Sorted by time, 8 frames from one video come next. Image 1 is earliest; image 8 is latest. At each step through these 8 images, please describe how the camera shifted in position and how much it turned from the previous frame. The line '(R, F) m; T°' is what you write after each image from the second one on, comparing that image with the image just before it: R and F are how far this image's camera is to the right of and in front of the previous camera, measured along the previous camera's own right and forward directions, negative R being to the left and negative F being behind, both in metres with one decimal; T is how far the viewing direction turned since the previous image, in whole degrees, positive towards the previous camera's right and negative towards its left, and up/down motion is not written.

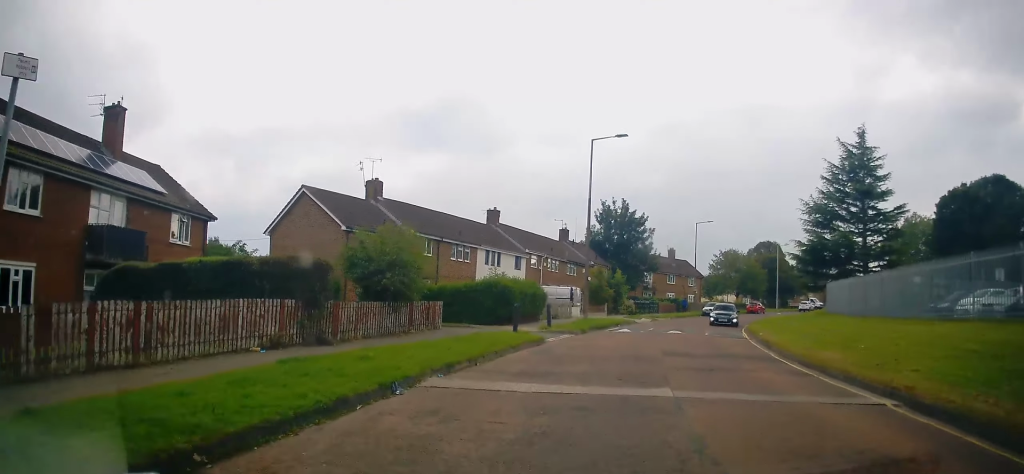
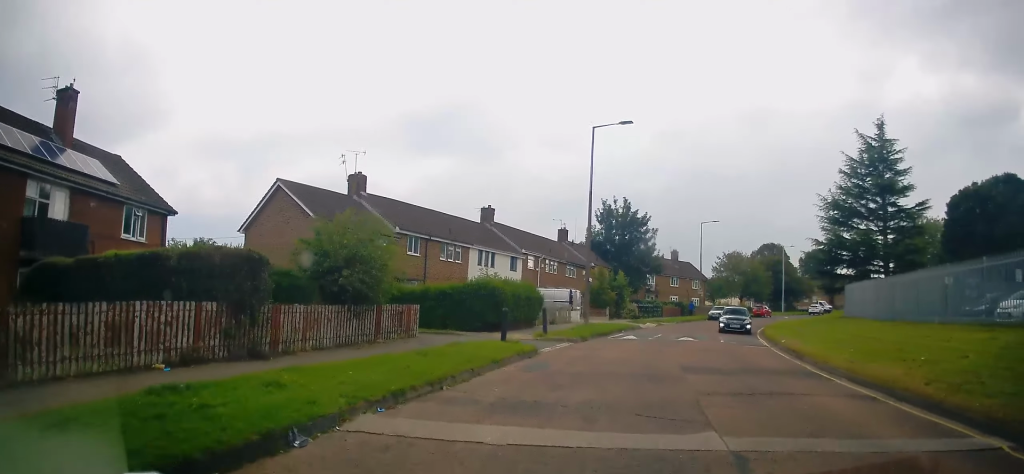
(+0.1, +3.0) m; -1°
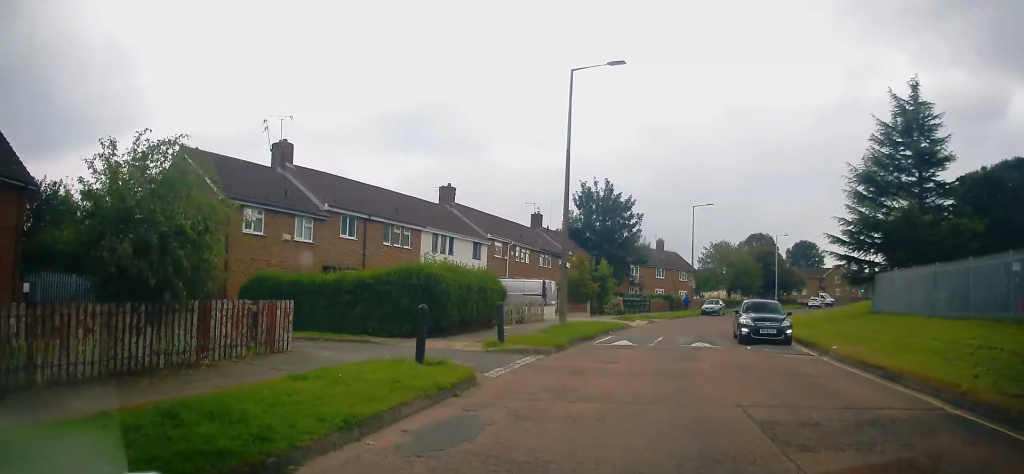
(-0.2, +6.7) m; 0°
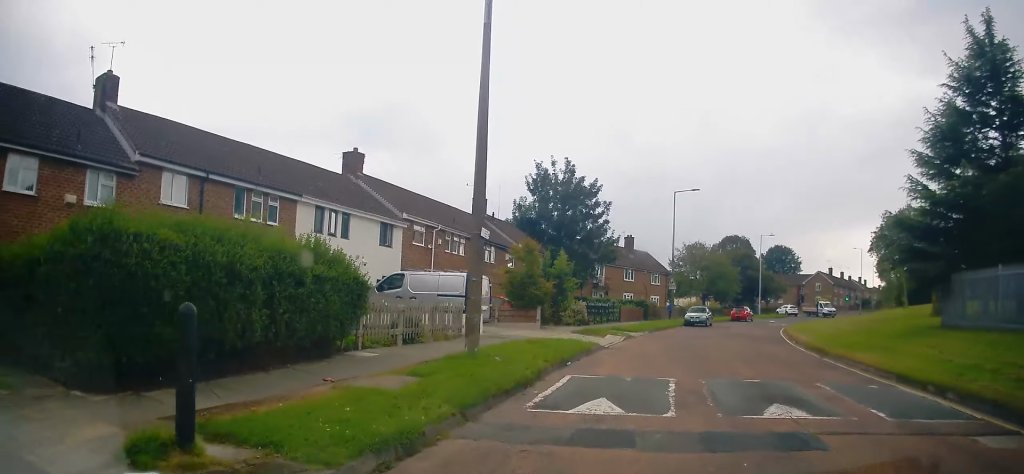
(+0.5, +10.5) m; +6°
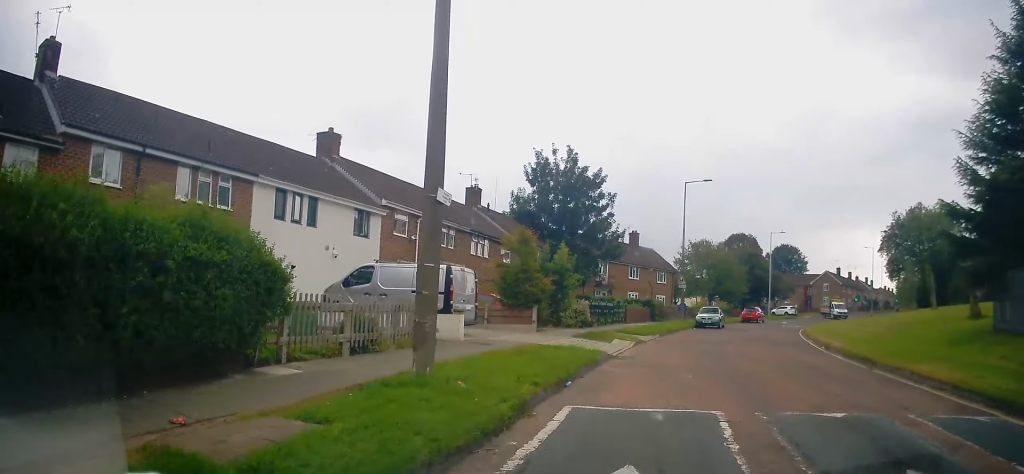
(+0.1, +3.5) m; +2°
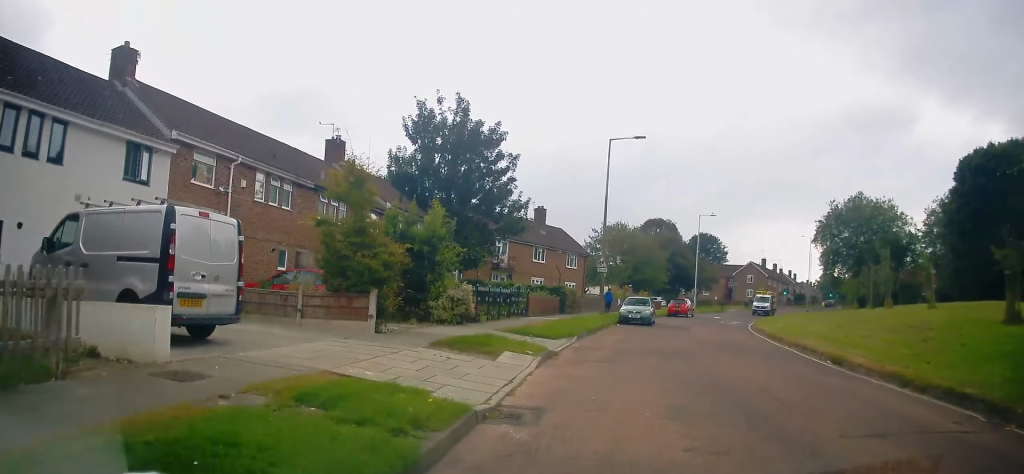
(+0.6, +9.0) m; +9°
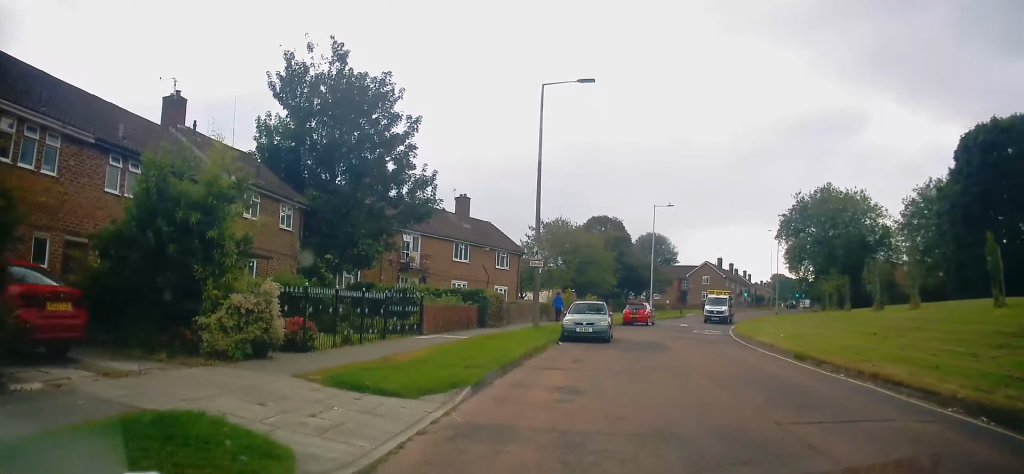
(+0.7, +9.3) m; +5°
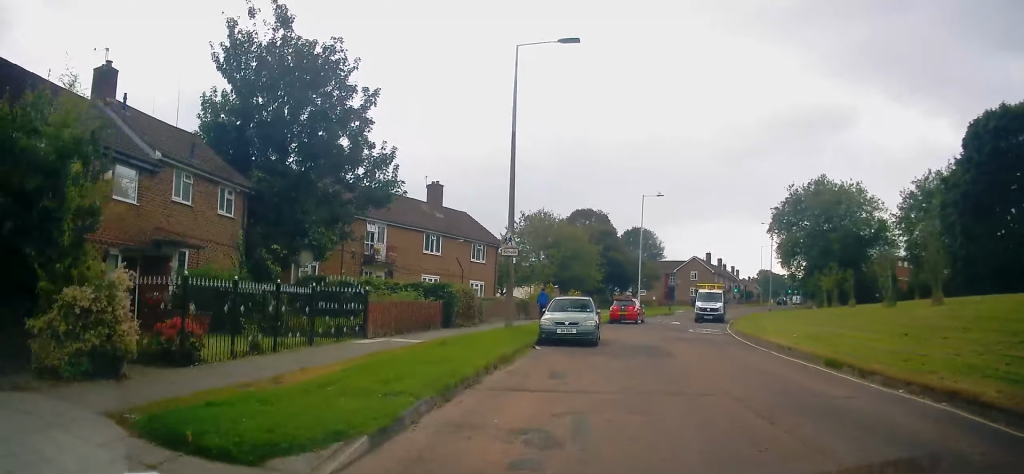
(0.0, +3.5) m; +1°
